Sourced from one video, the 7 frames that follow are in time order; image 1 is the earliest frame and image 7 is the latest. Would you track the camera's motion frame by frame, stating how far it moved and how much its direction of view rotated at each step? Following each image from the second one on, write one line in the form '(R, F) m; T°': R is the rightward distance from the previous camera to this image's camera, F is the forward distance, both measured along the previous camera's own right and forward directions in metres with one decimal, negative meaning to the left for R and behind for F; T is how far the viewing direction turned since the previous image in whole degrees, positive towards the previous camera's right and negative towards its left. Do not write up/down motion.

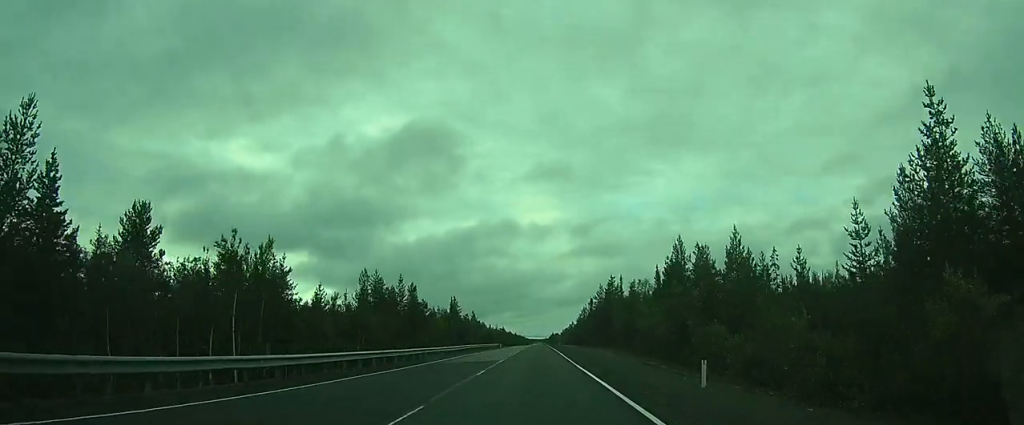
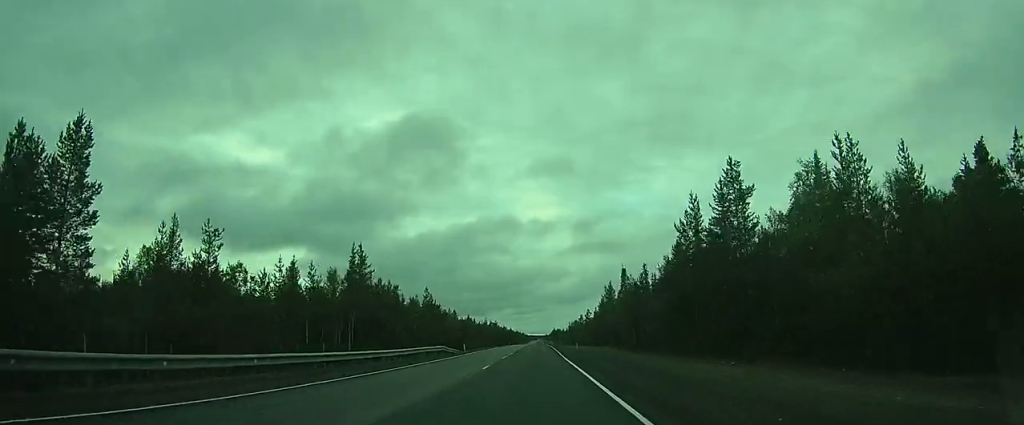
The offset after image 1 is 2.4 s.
(-0.1, +52.7) m; 0°
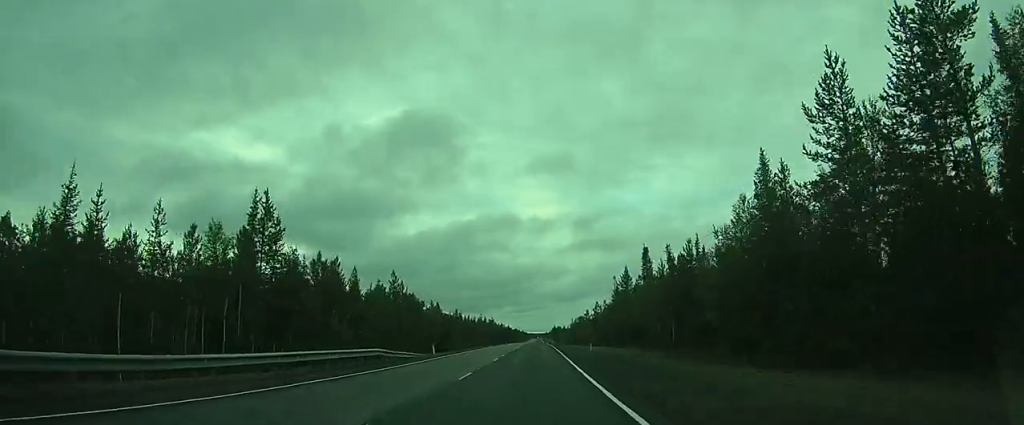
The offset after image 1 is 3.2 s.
(0.0, +17.2) m; 0°
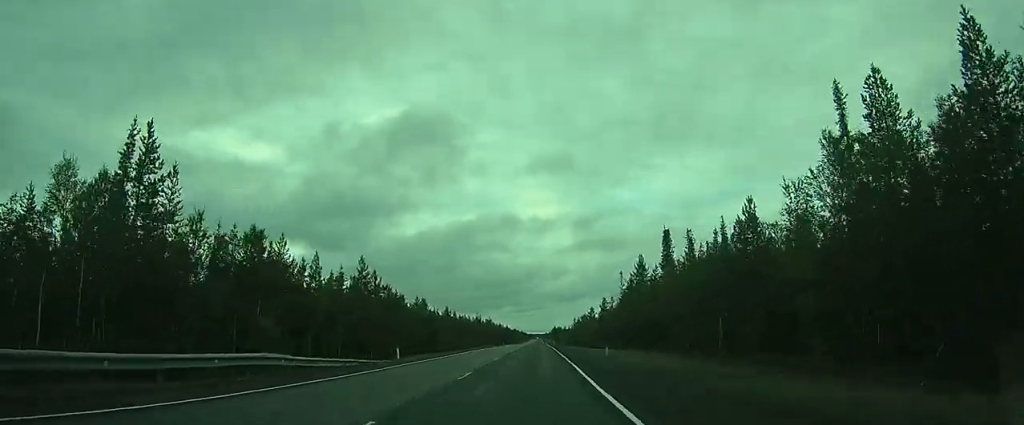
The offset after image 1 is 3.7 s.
(0.0, +10.8) m; 0°
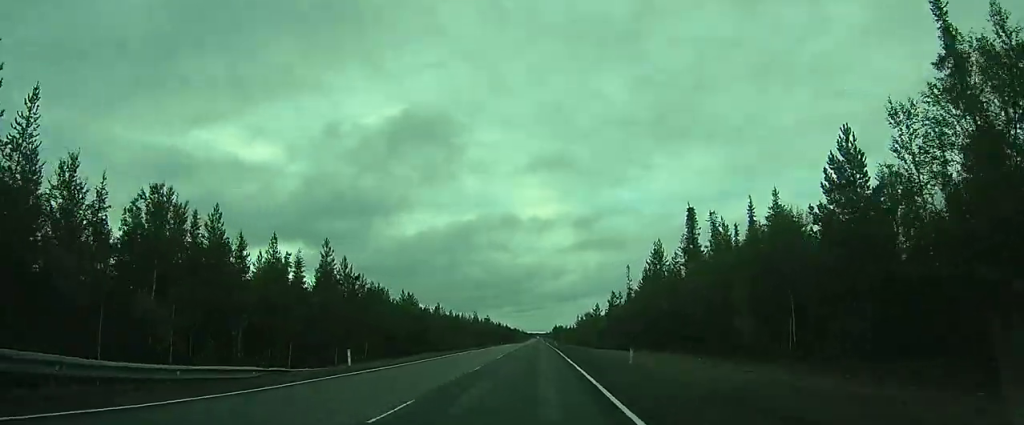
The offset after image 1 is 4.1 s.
(0.0, +8.6) m; 0°
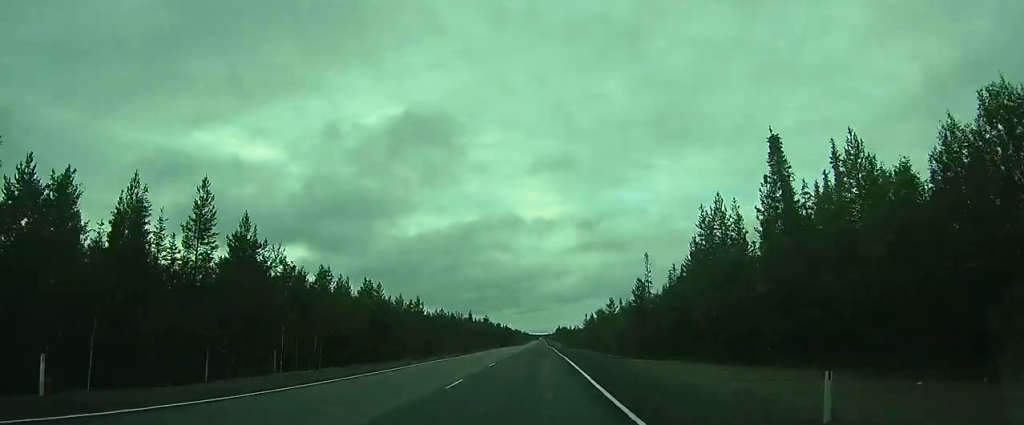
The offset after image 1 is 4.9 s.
(0.0, +16.4) m; 0°
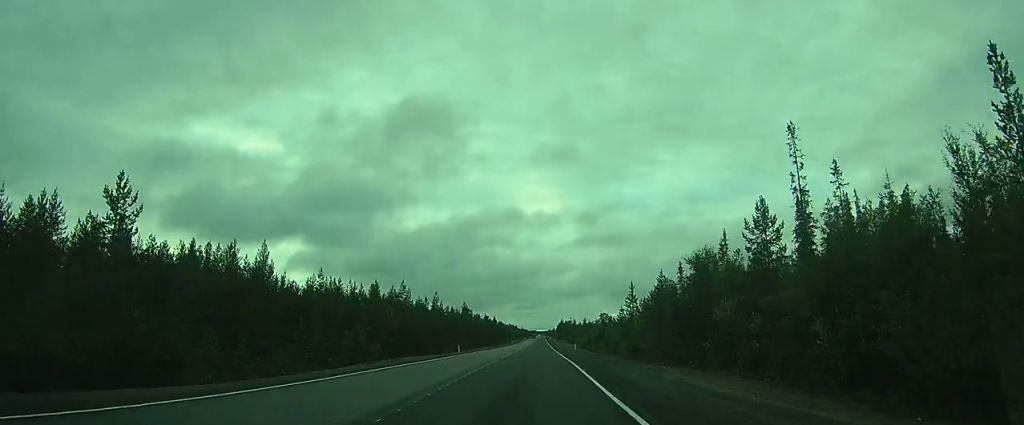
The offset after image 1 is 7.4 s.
(-0.2, +54.3) m; 0°
